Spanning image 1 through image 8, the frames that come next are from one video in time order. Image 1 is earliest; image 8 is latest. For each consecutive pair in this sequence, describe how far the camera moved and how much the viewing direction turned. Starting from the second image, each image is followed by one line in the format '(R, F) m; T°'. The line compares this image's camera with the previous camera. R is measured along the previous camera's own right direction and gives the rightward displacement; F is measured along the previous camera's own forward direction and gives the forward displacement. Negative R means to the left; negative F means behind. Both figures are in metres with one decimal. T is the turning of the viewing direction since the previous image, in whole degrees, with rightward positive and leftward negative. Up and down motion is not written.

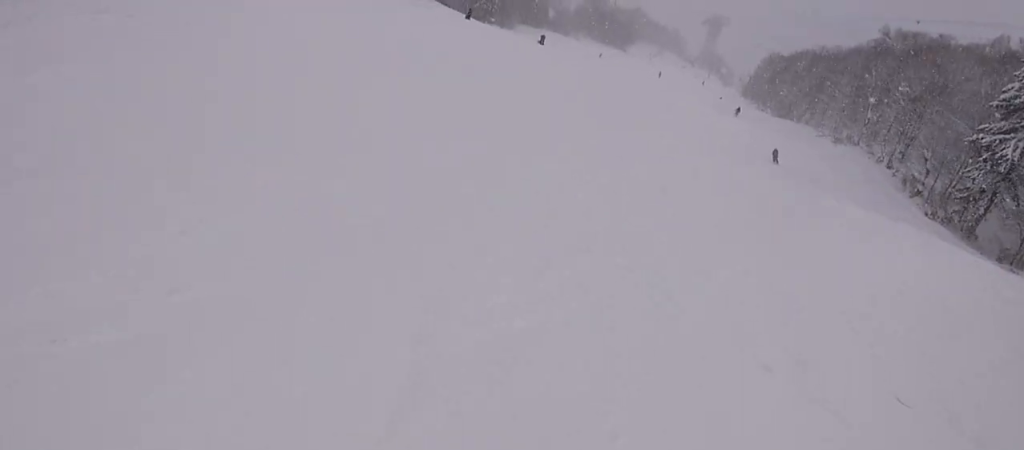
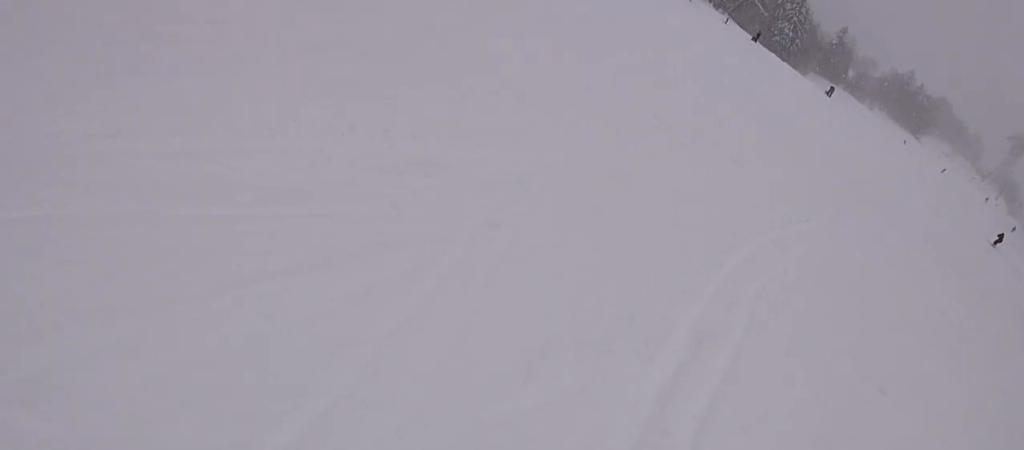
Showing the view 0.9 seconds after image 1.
(-1.3, +5.4) m; -27°
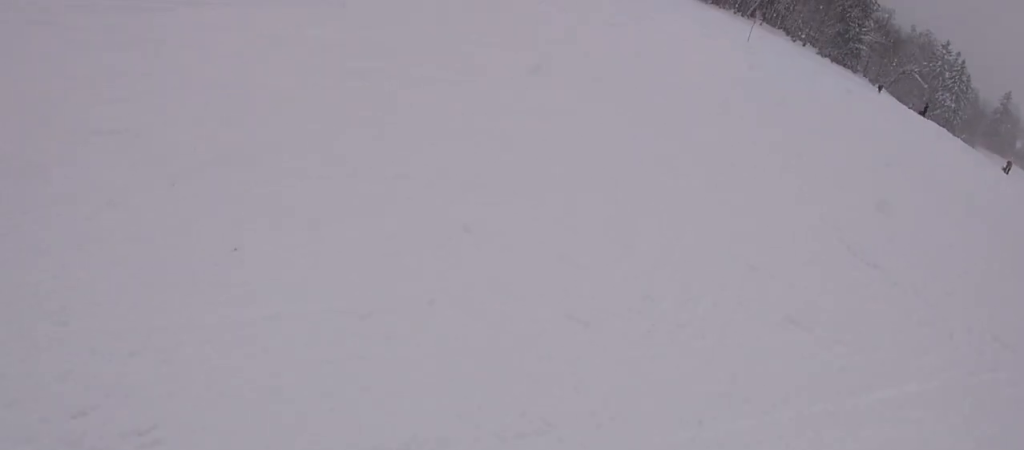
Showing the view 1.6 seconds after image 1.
(-0.9, +4.3) m; -16°
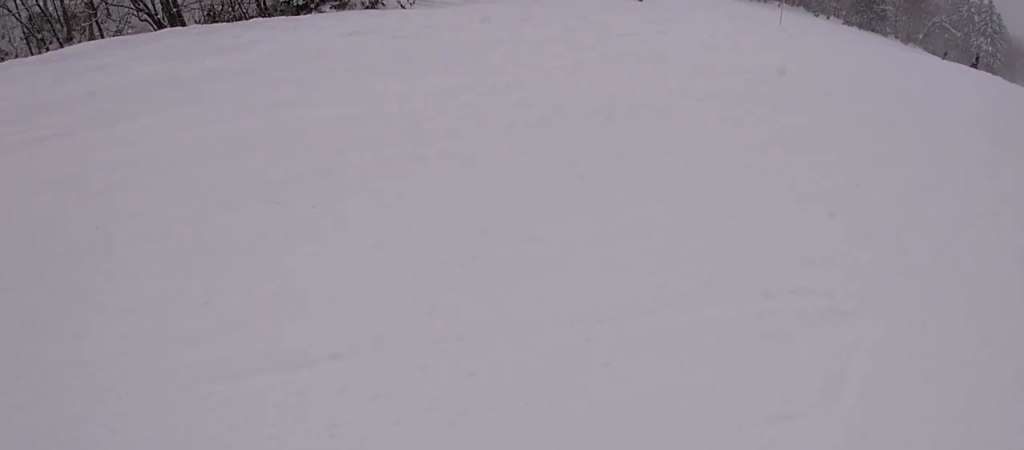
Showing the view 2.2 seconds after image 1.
(-0.7, +3.6) m; -7°
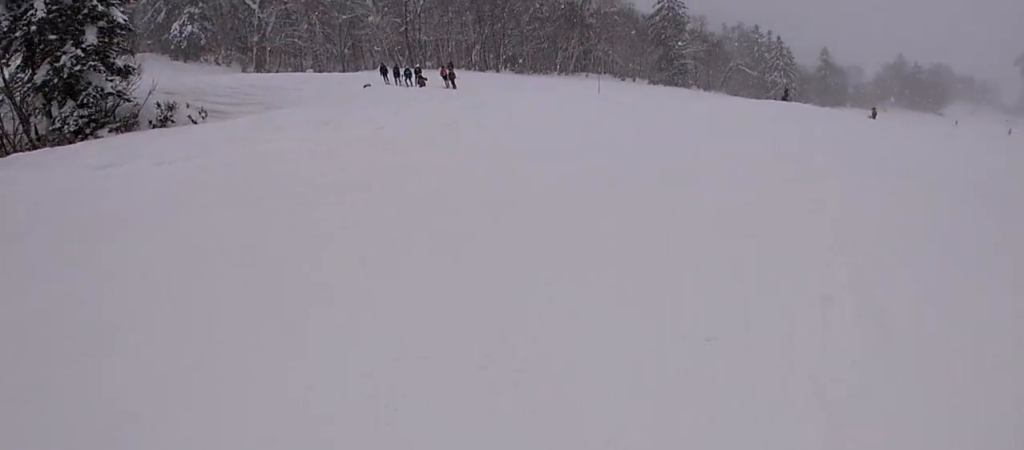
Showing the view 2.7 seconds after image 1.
(+0.1, +3.4) m; +14°
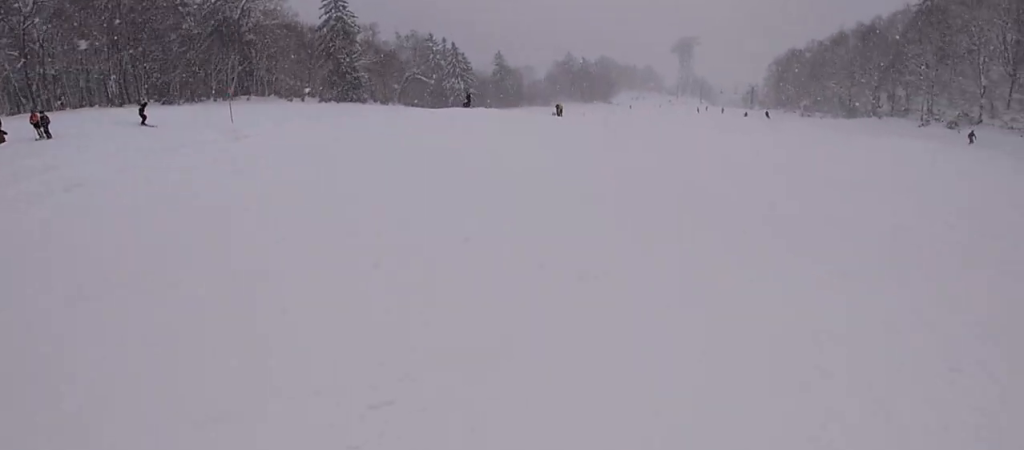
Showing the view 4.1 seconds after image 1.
(+3.0, +7.0) m; +37°
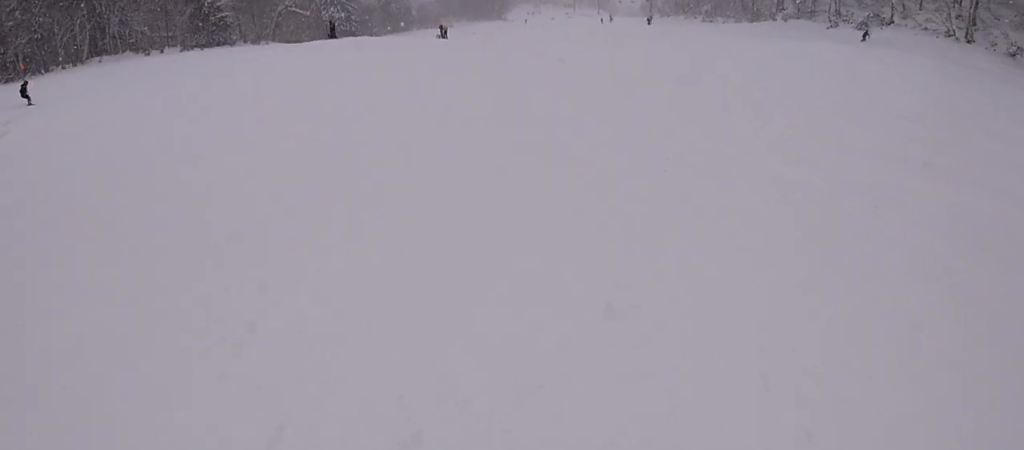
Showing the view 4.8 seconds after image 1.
(+0.1, +4.2) m; +4°
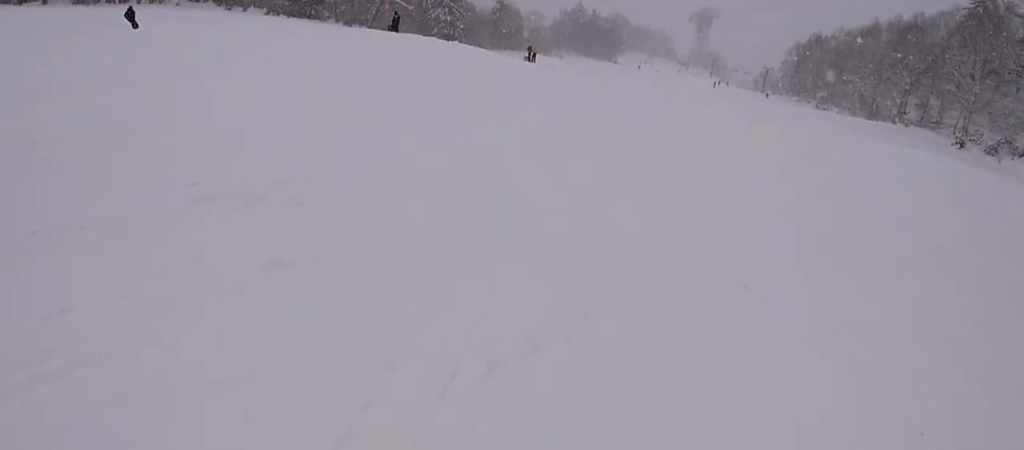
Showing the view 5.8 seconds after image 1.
(+0.1, +6.6) m; +1°
